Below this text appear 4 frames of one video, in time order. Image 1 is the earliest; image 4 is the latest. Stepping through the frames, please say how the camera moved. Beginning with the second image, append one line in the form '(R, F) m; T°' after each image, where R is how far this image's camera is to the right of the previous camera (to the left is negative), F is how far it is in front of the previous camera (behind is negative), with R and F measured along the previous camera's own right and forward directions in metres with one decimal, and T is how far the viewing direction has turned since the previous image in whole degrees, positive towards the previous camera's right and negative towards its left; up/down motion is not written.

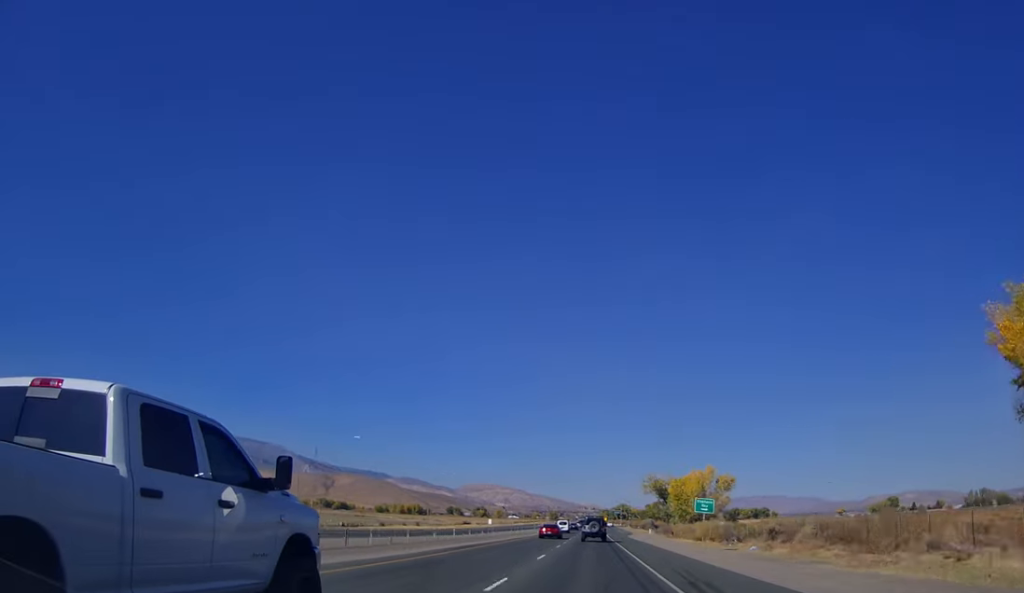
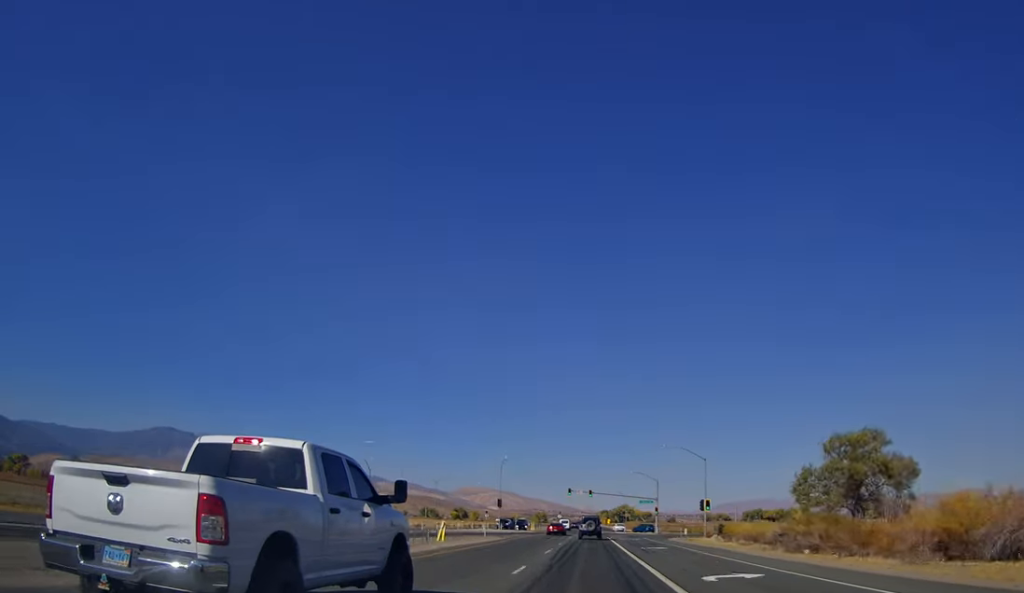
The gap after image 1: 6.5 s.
(-1.0, +164.8) m; -1°
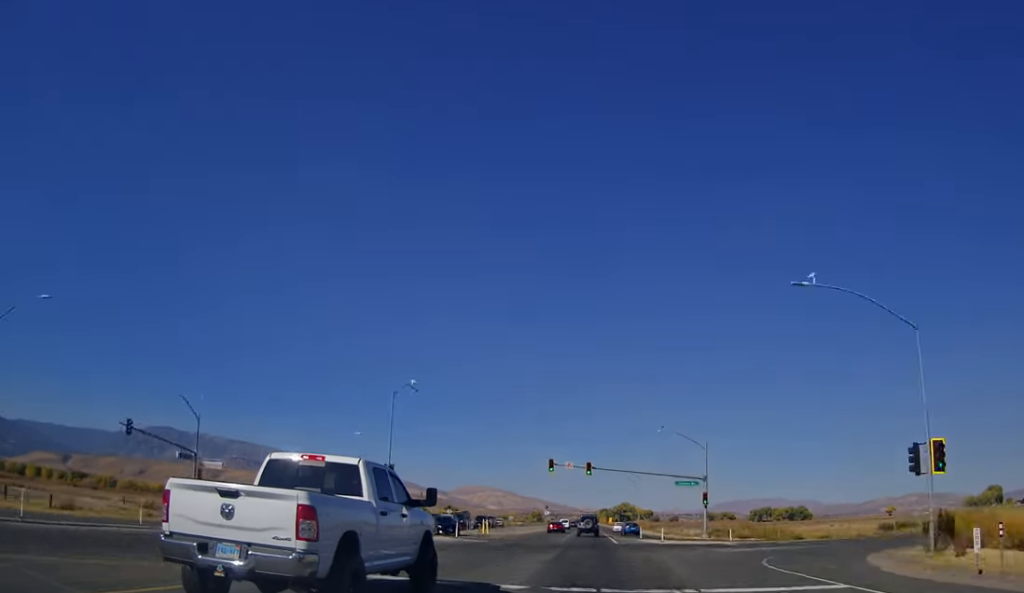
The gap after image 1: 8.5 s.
(+0.1, +51.1) m; +1°
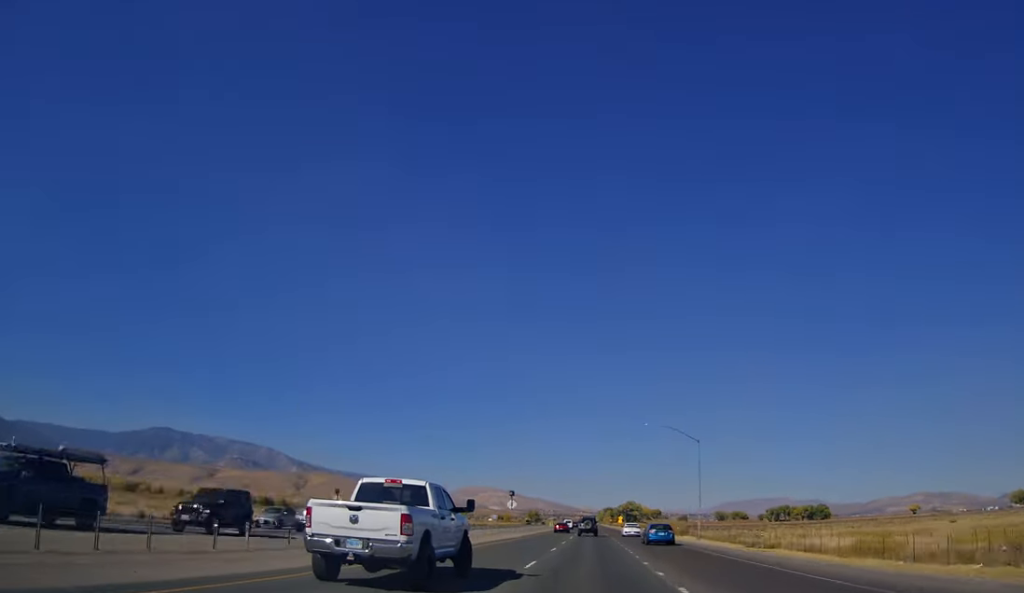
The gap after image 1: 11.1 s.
(+0.5, +67.9) m; 0°
